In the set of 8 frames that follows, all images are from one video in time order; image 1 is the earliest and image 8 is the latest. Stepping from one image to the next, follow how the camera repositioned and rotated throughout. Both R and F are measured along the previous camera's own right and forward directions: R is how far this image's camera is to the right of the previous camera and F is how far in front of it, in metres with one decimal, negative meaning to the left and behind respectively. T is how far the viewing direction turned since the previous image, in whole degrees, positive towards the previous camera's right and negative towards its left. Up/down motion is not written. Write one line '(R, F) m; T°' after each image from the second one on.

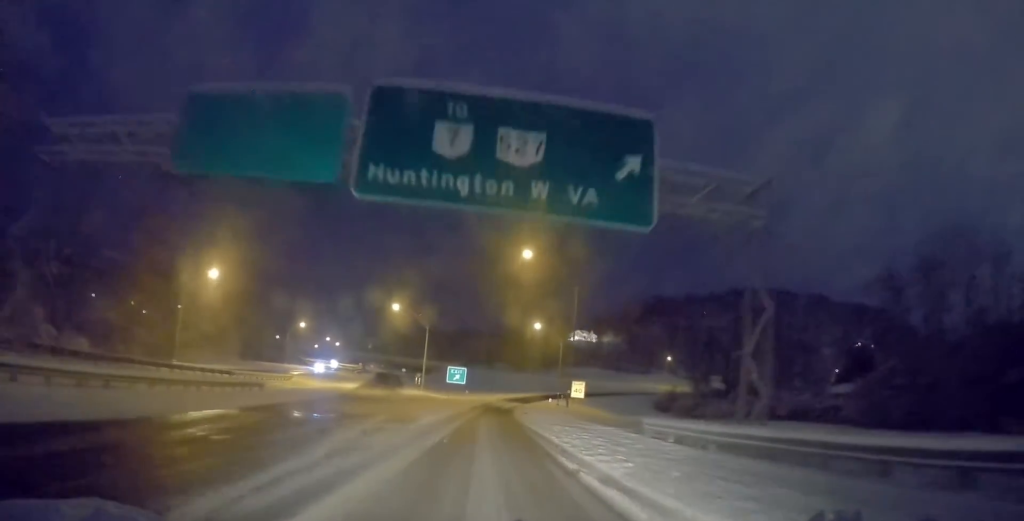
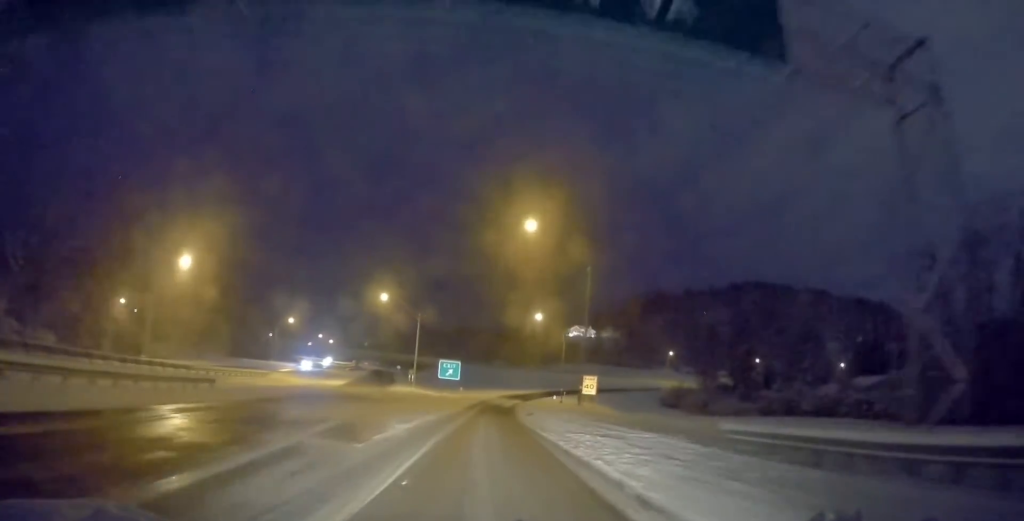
(+0.2, +7.5) m; +1°
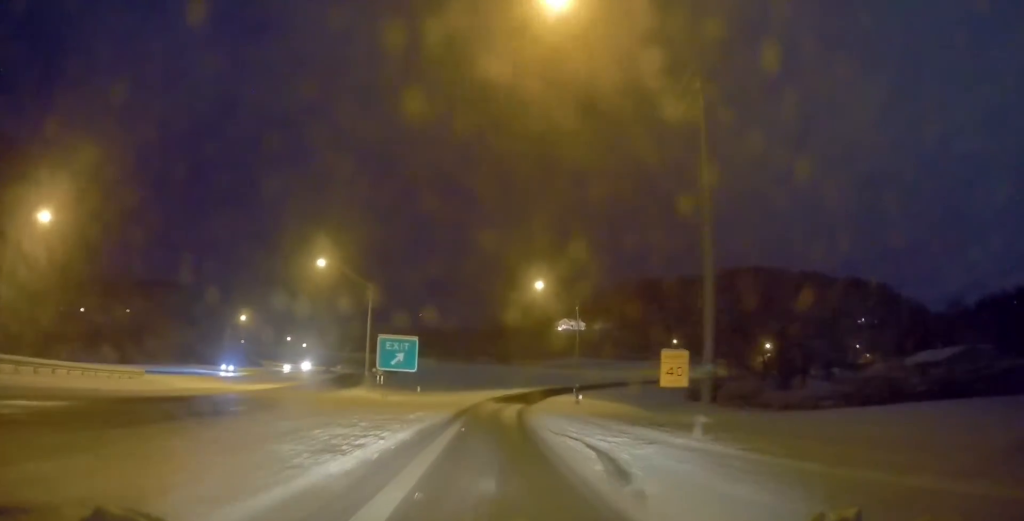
(0.0, +25.3) m; +1°
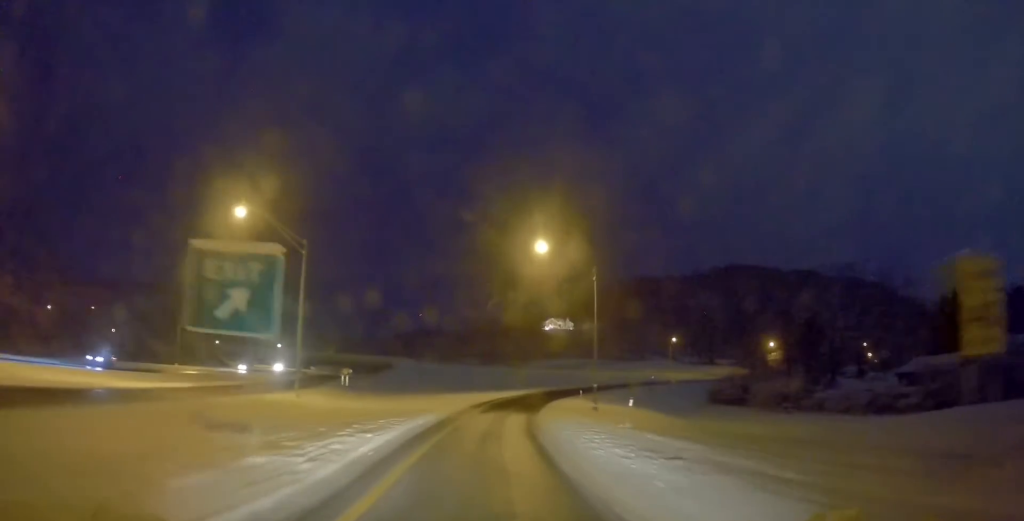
(+0.2, +17.6) m; +1°
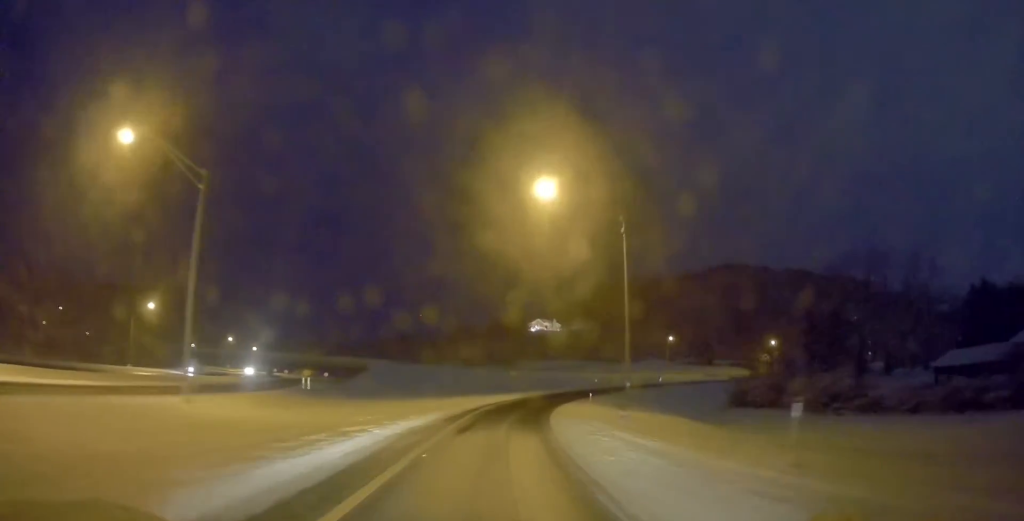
(+0.1, +14.0) m; +2°
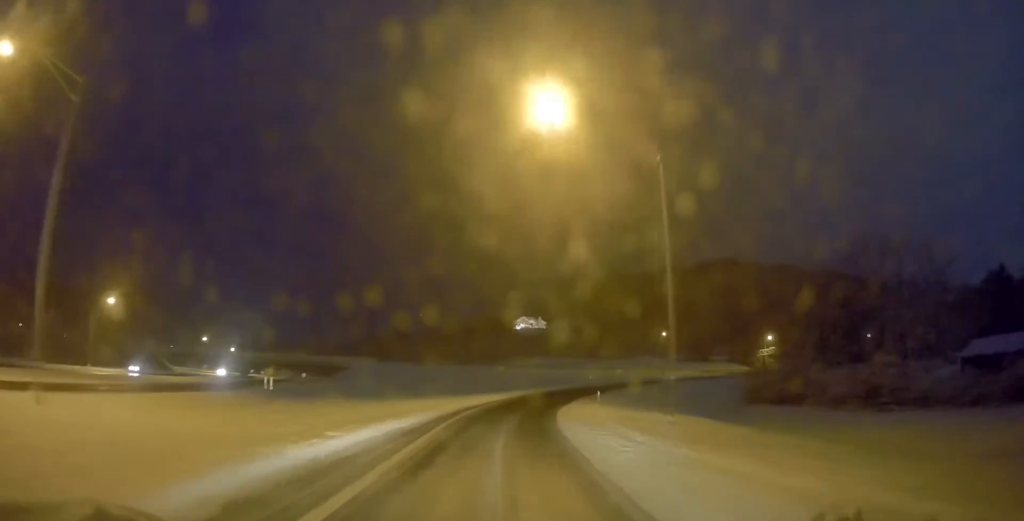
(+0.3, +9.9) m; 0°
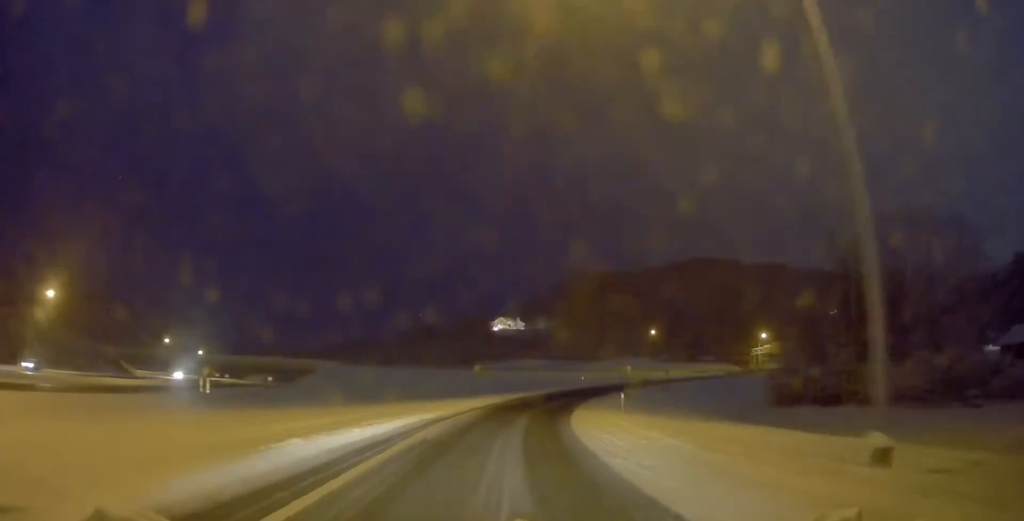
(-0.3, +12.4) m; 0°
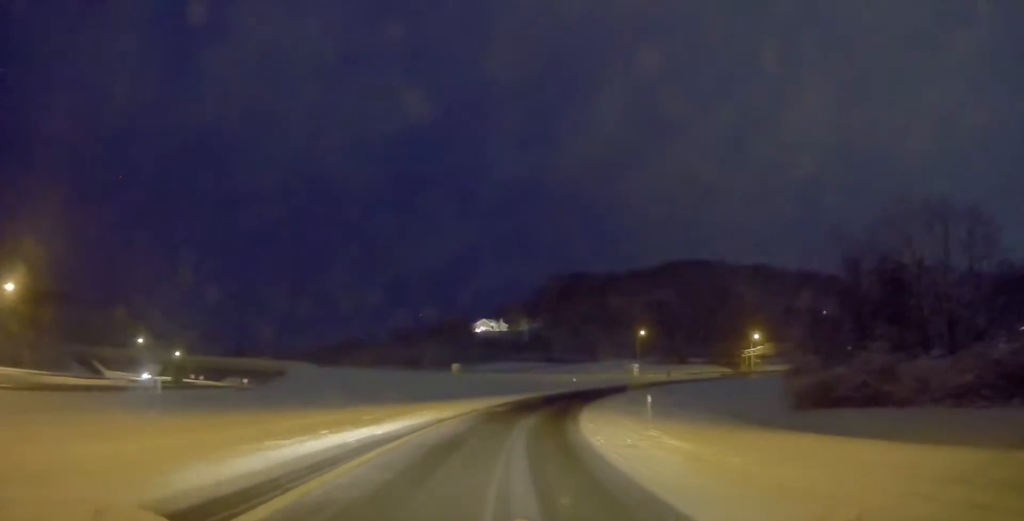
(0.0, +7.2) m; +2°
